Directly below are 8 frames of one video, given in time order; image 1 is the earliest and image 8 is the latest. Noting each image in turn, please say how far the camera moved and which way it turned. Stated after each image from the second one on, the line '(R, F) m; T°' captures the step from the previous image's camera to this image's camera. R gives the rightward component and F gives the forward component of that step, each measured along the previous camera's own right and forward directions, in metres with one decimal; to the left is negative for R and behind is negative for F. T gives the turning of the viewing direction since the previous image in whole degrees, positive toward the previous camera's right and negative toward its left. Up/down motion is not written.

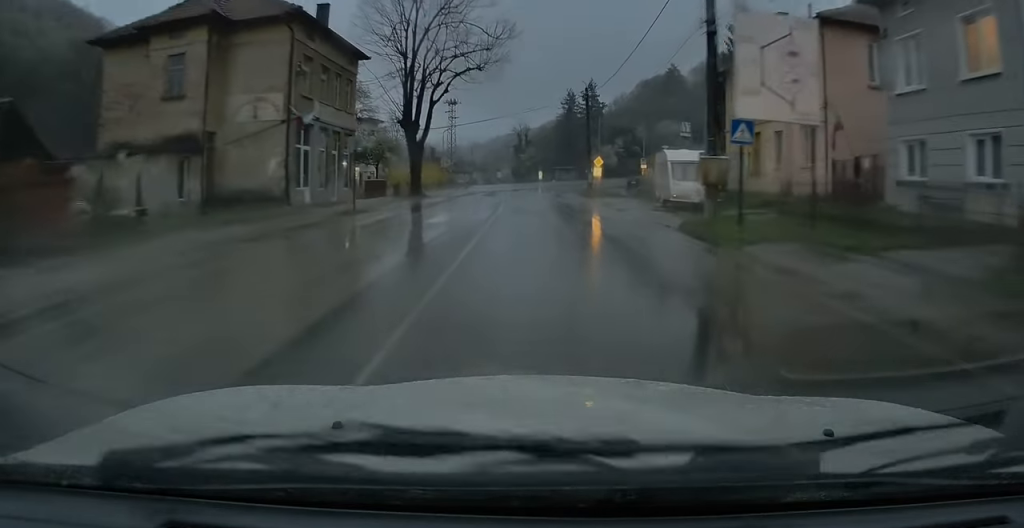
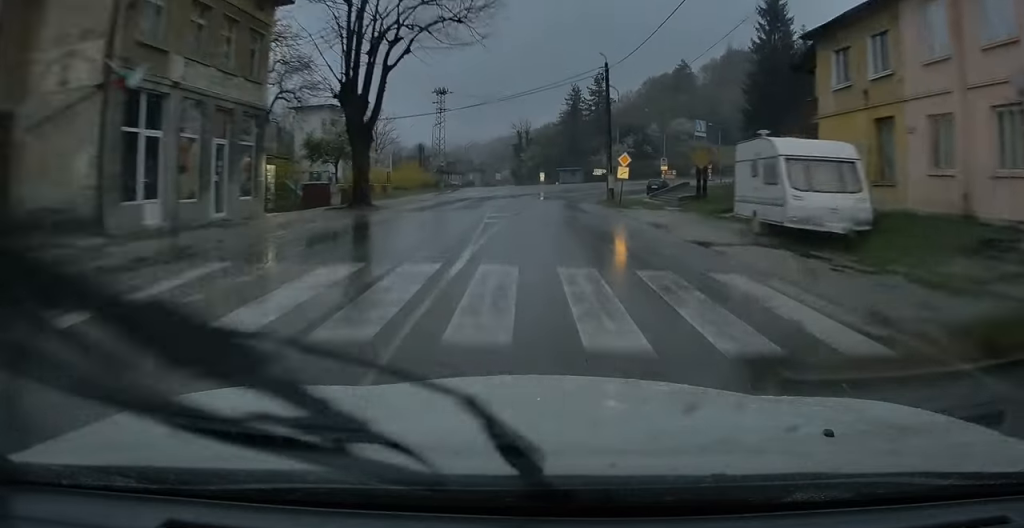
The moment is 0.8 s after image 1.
(-0.1, +12.1) m; +1°
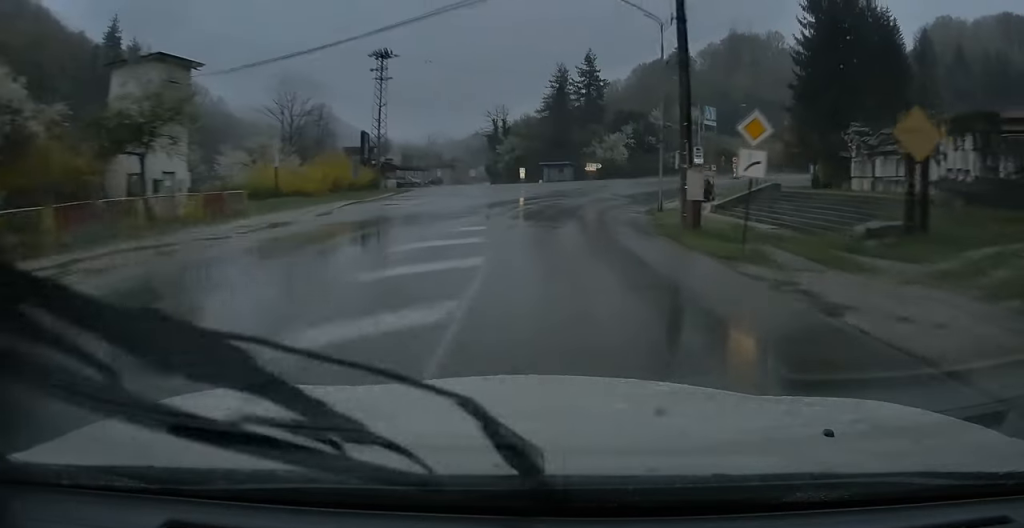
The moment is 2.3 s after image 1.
(+0.7, +23.8) m; +4°
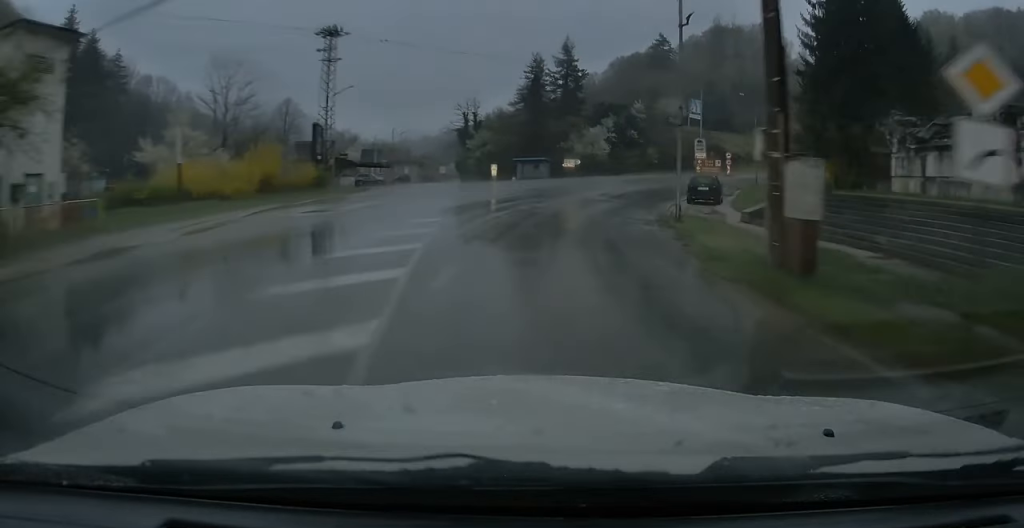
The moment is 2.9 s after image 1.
(-0.1, +9.1) m; +2°
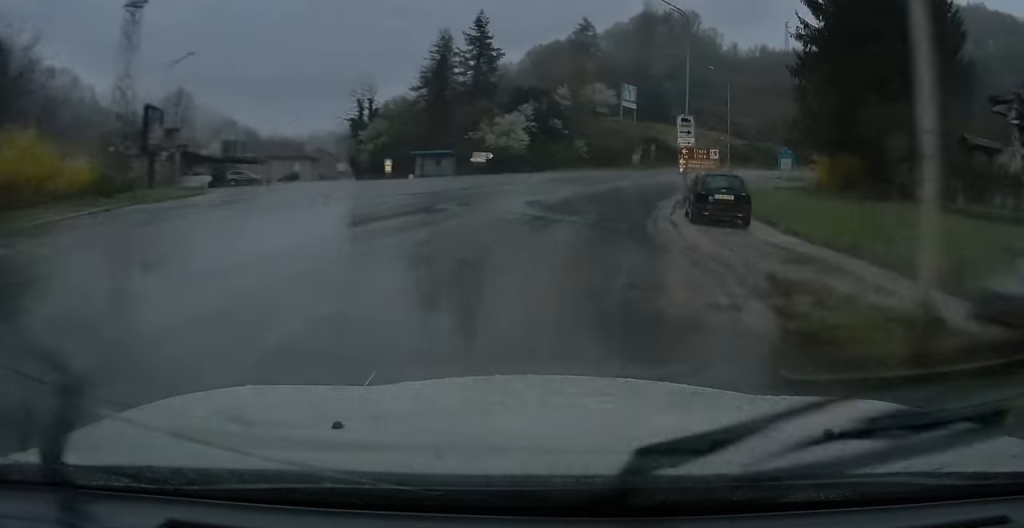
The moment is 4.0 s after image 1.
(+1.1, +17.3) m; +8°
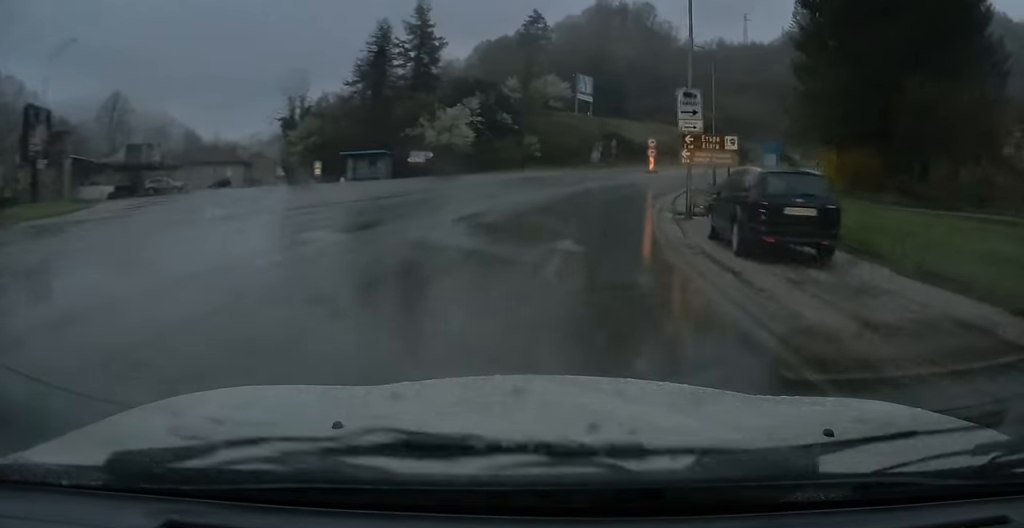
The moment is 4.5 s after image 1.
(+0.6, +8.7) m; +5°
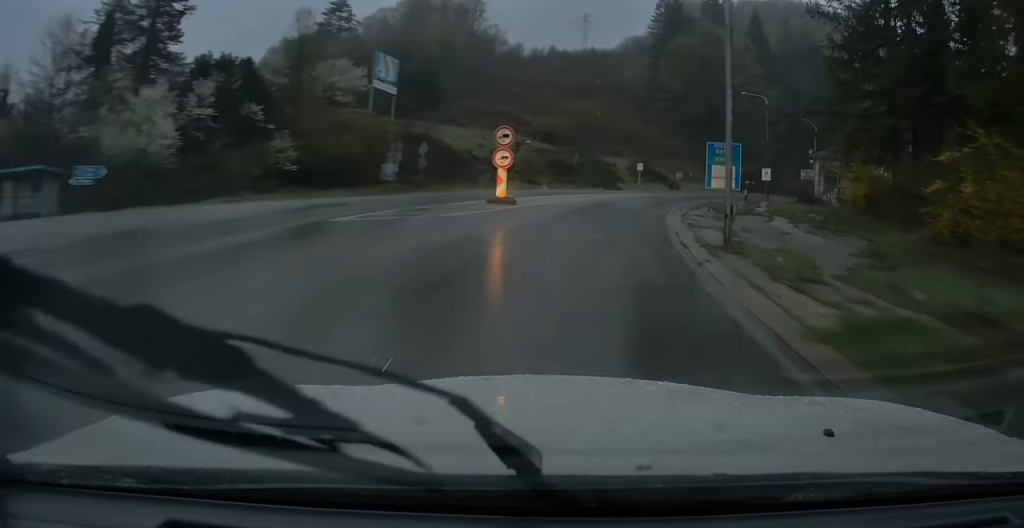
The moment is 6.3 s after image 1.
(+3.8, +27.1) m; +17°
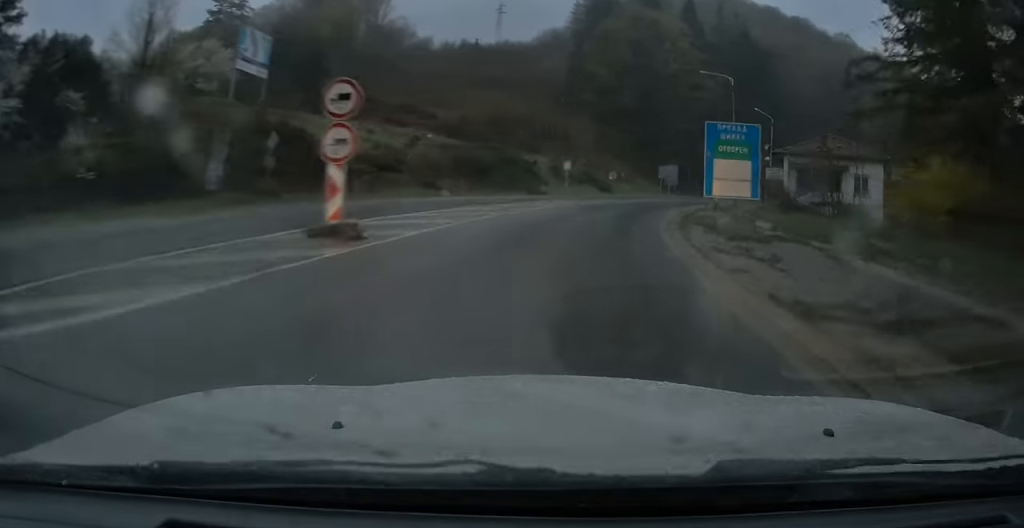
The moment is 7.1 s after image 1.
(+0.7, +11.6) m; +8°
